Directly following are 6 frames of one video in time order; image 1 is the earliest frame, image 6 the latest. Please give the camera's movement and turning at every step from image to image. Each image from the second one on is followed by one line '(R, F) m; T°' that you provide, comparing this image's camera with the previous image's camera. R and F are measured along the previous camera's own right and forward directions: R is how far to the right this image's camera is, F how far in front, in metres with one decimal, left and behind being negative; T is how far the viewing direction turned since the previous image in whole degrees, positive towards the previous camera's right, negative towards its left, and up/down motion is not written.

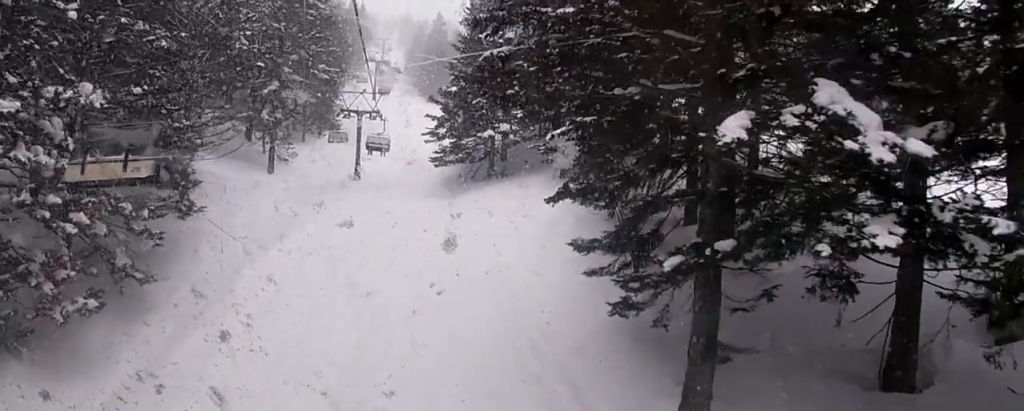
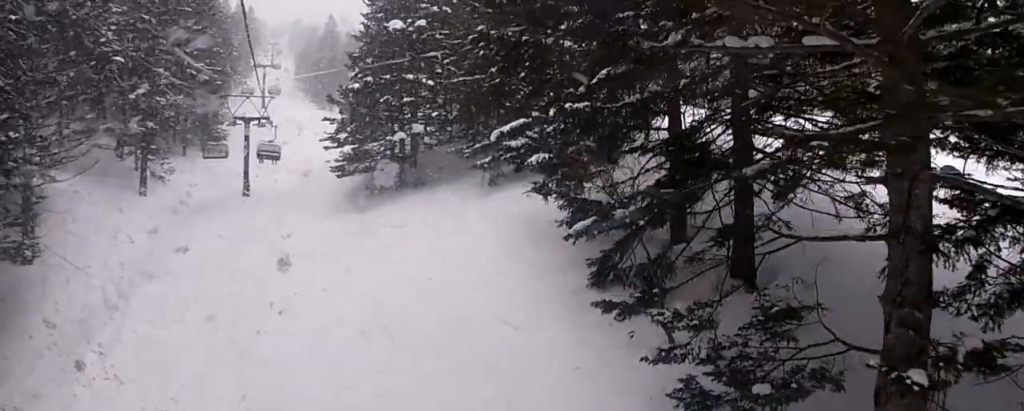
(+0.3, +4.8) m; +4°
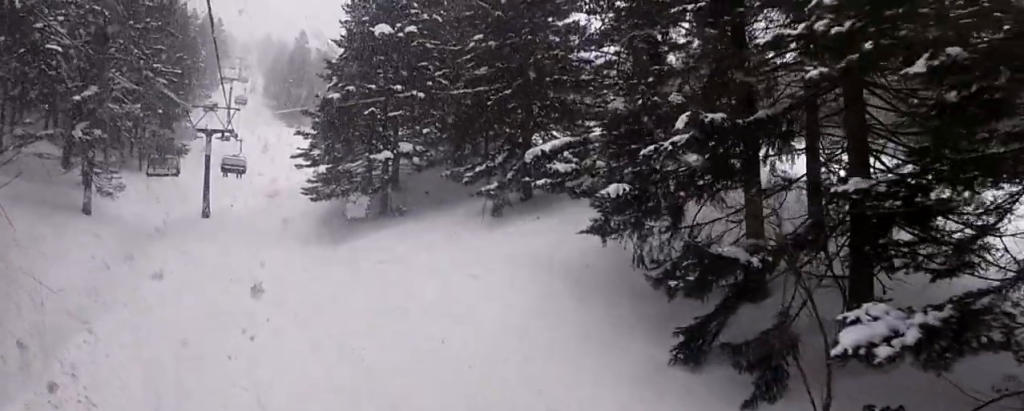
(0.0, +4.0) m; 0°
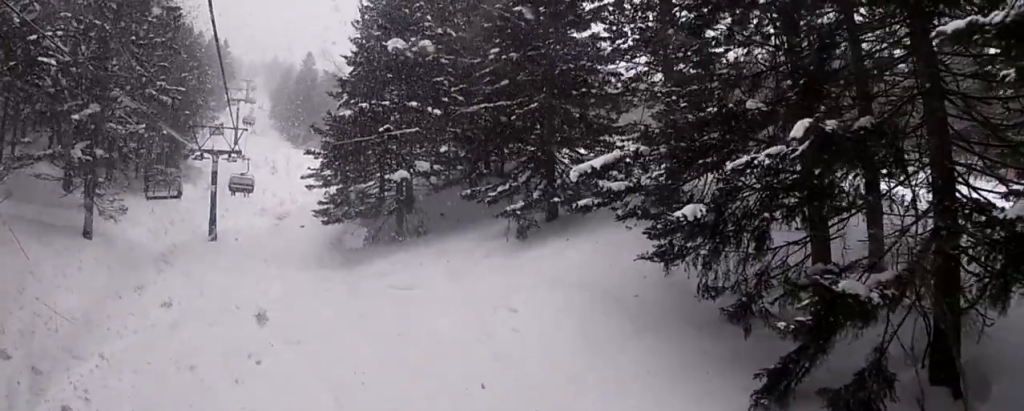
(0.0, +1.6) m; 0°
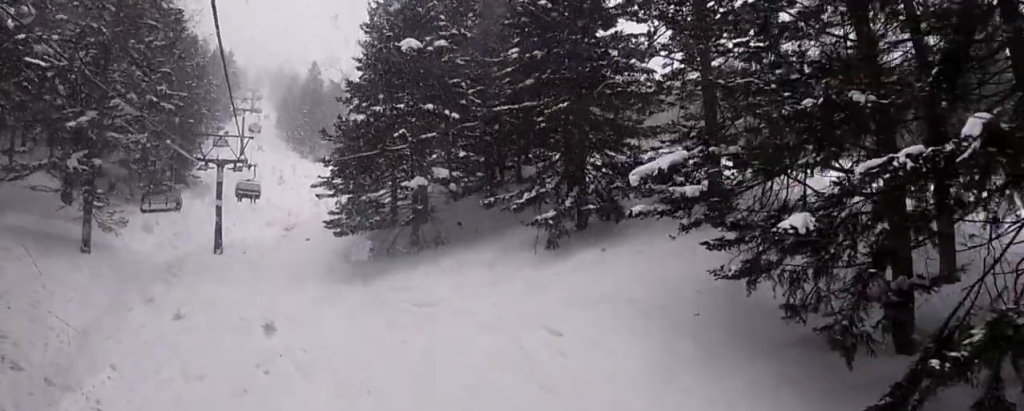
(0.0, +1.8) m; 0°
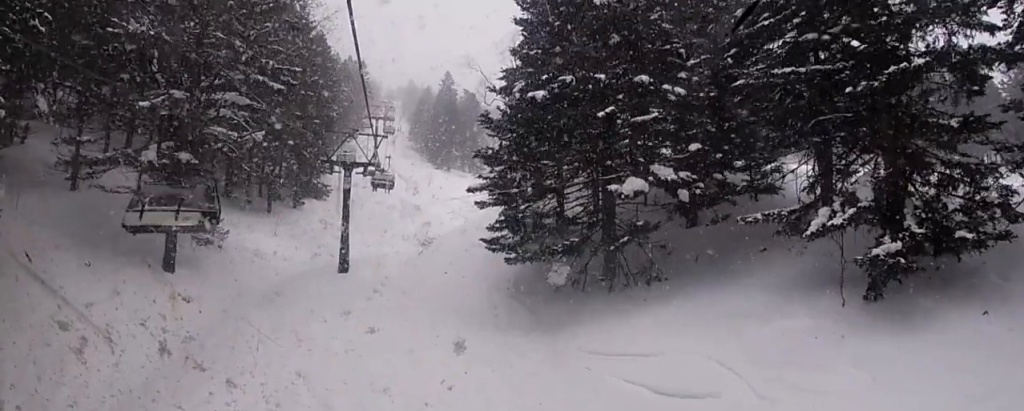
(0.0, +9.0) m; 0°
